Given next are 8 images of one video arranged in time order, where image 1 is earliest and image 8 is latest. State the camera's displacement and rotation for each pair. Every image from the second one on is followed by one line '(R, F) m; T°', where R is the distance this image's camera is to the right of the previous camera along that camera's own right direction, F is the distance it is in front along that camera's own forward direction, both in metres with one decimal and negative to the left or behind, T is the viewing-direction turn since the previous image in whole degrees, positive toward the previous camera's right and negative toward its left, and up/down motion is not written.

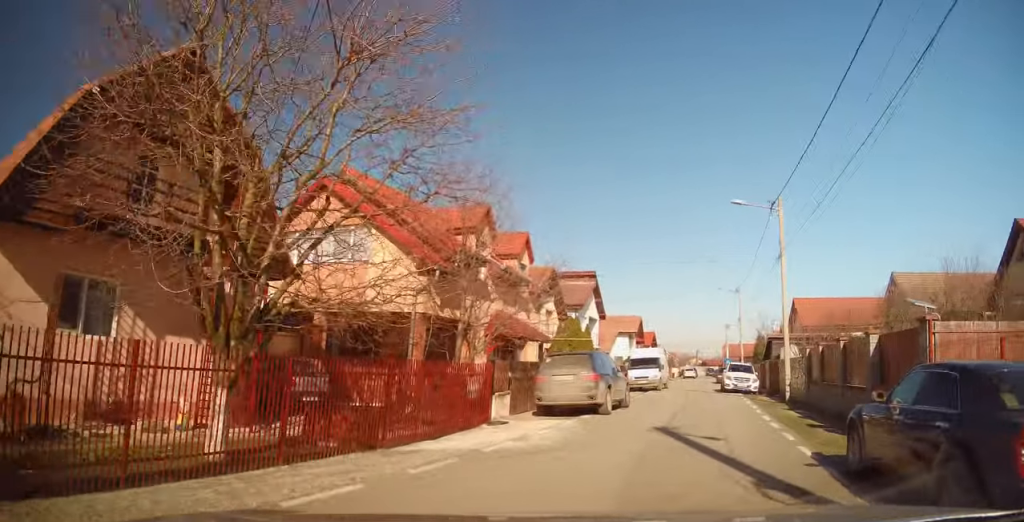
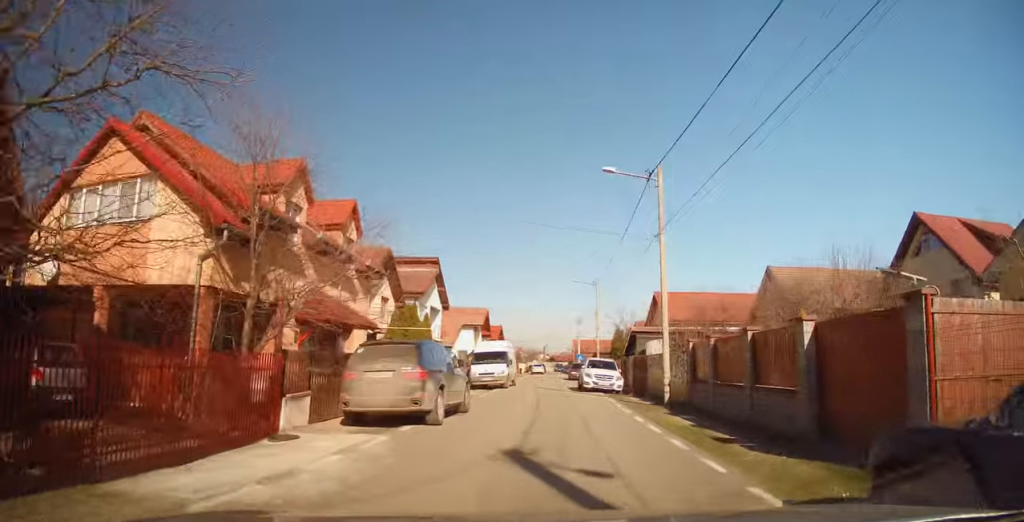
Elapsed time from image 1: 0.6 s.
(+0.4, +3.8) m; +11°
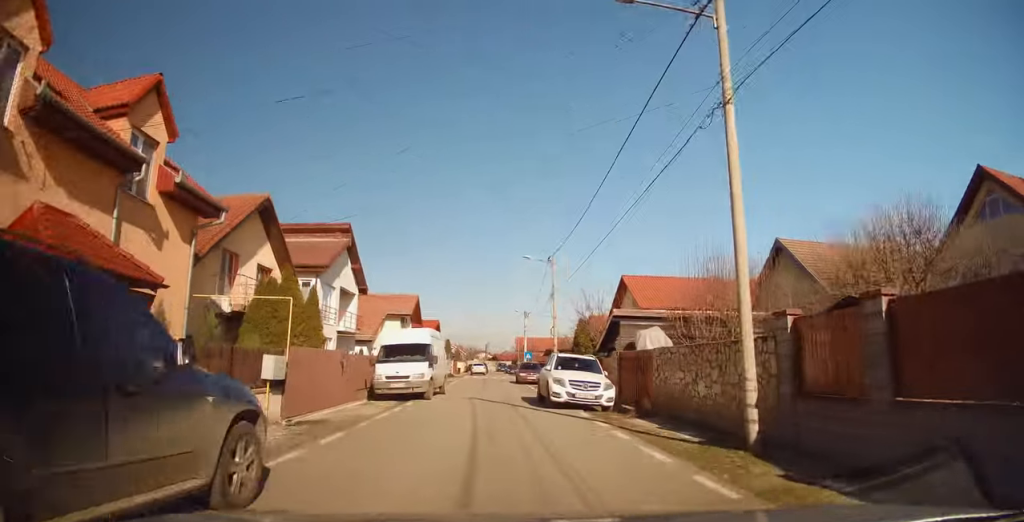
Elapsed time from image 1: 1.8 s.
(+1.1, +8.5) m; +13°
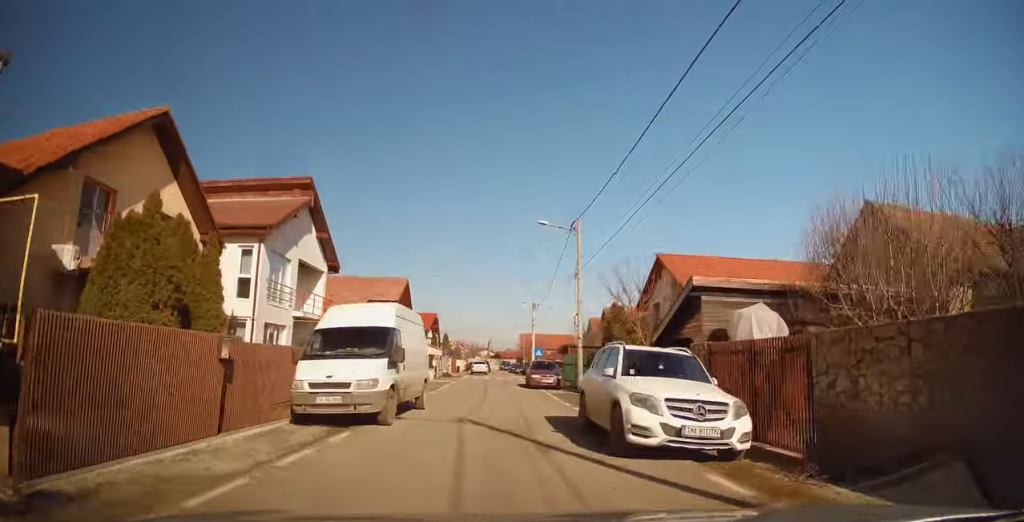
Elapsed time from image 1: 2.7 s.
(+0.5, +7.3) m; +4°
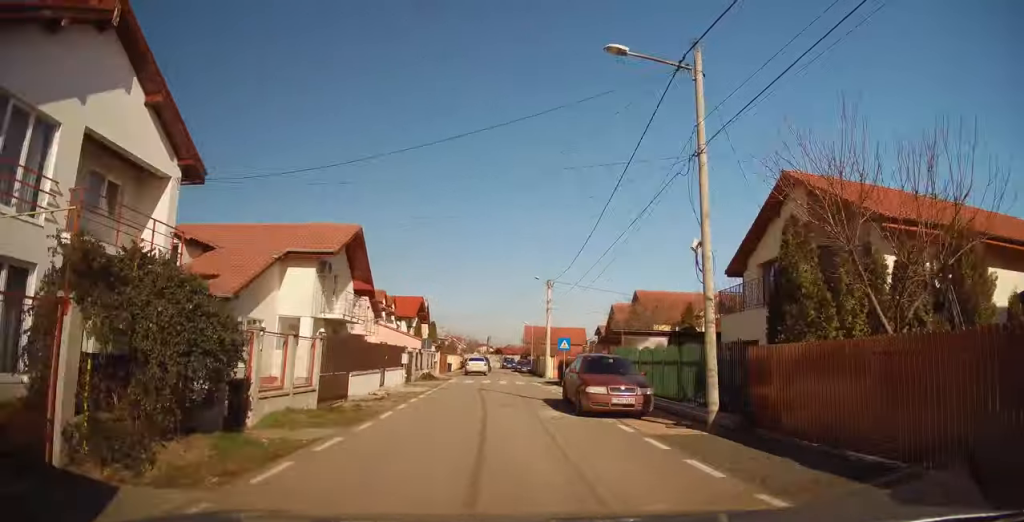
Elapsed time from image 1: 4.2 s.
(+0.1, +14.4) m; 0°
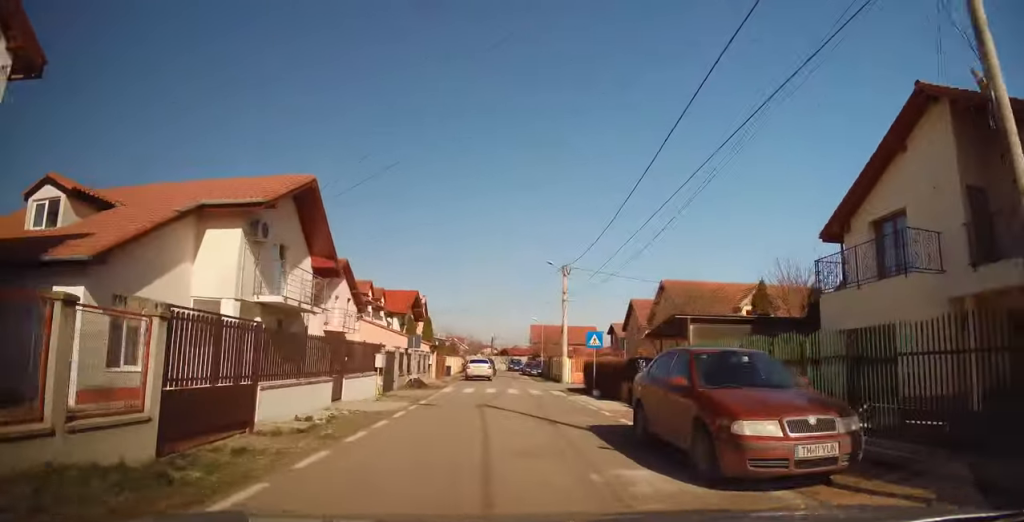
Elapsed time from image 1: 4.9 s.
(0.0, +6.8) m; -1°
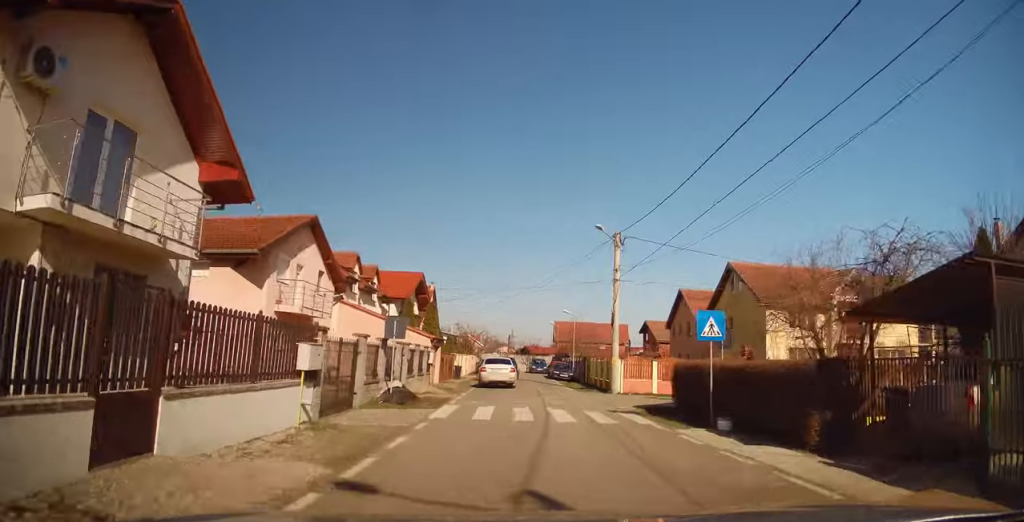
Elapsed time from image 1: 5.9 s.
(-0.2, +9.5) m; 0°
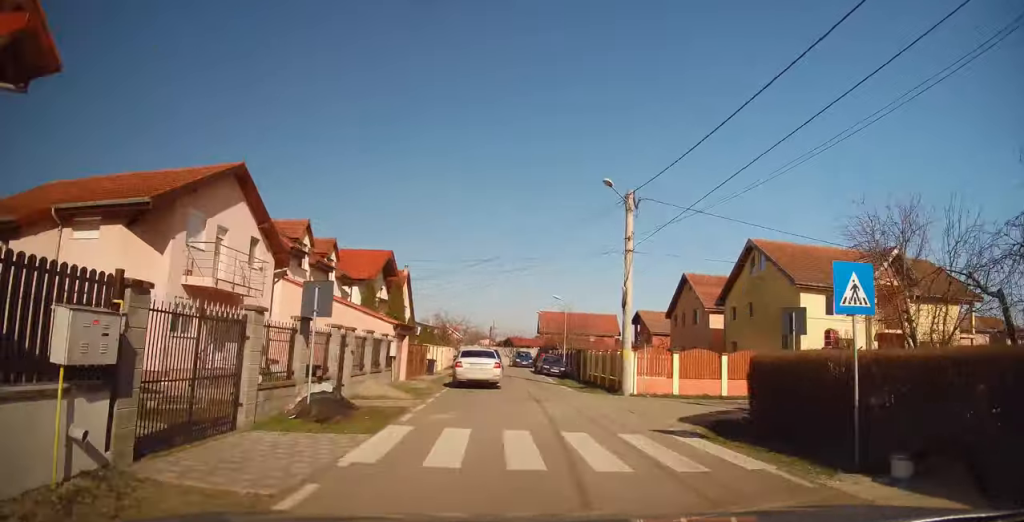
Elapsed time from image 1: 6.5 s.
(0.0, +5.4) m; +1°
